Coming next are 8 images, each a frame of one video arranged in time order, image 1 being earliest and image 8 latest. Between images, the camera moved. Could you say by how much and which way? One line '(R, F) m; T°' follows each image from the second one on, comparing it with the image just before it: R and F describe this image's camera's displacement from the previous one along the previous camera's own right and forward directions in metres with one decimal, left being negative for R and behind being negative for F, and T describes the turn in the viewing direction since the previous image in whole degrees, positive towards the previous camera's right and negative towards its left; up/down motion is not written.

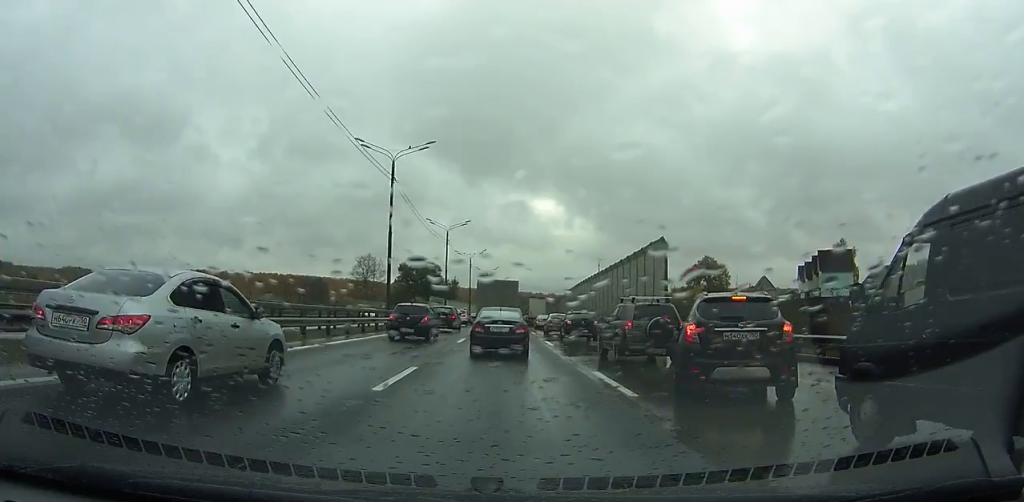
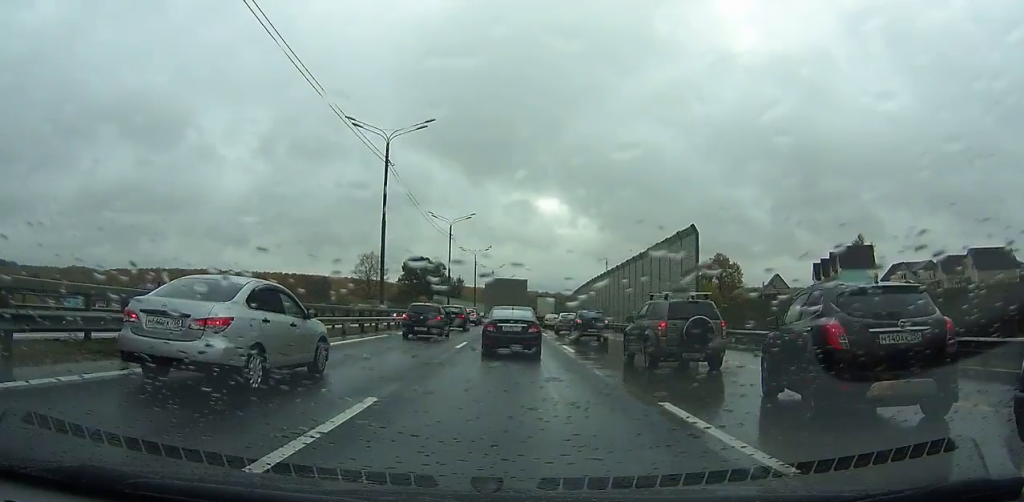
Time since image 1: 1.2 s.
(0.0, +2.9) m; +1°
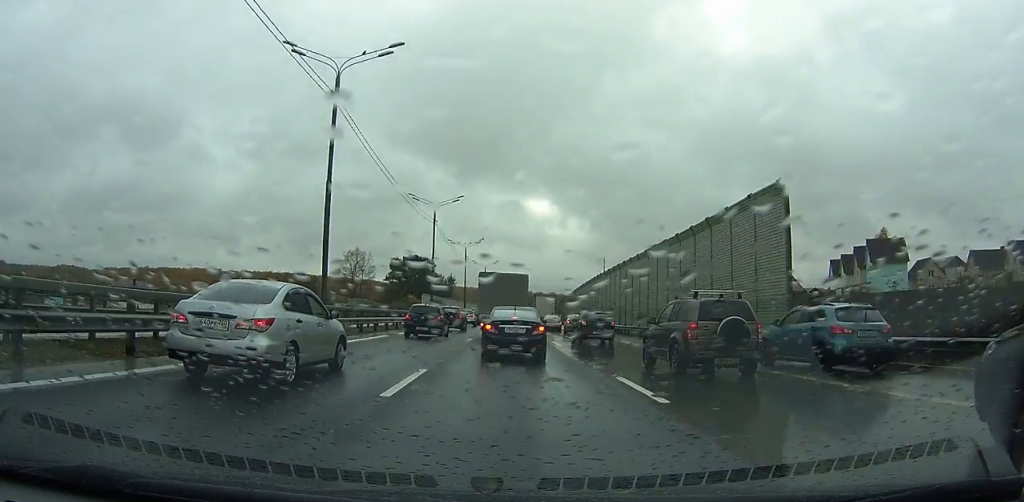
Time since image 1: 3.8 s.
(+0.1, +8.5) m; 0°
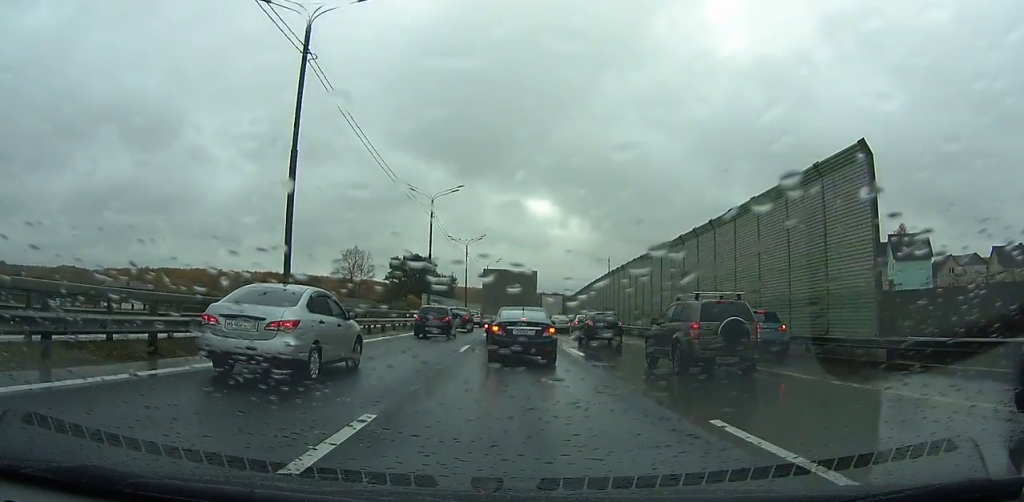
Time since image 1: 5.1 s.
(0.0, +4.6) m; 0°
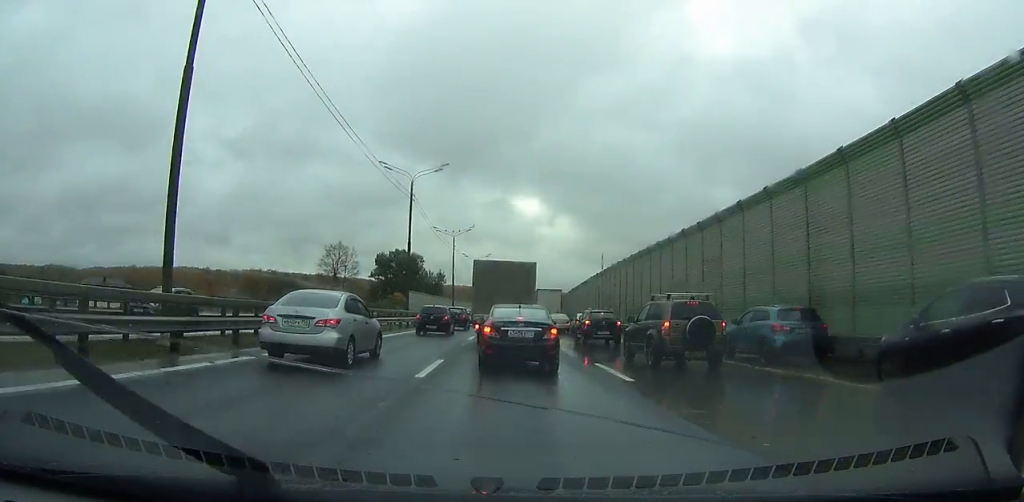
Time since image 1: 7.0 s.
(-0.1, +7.1) m; 0°
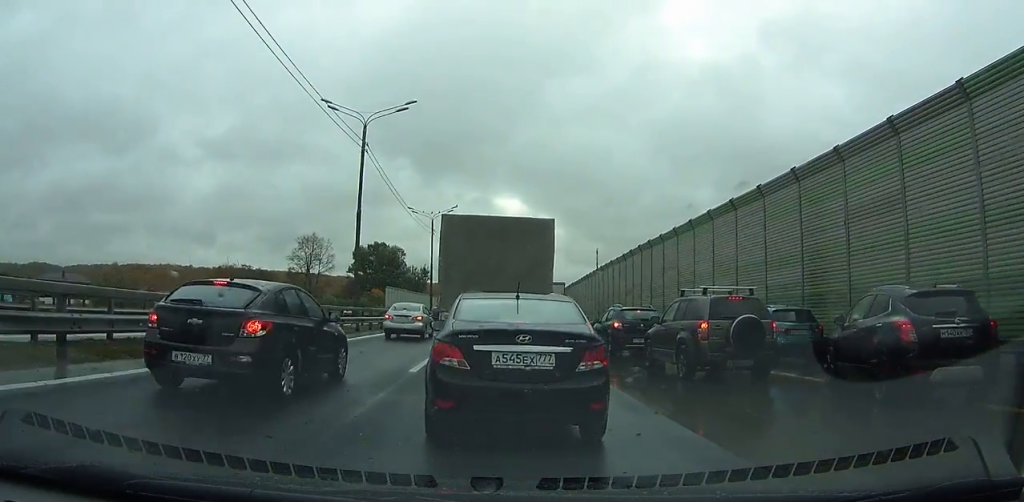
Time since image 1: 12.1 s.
(+0.3, +15.2) m; 0°
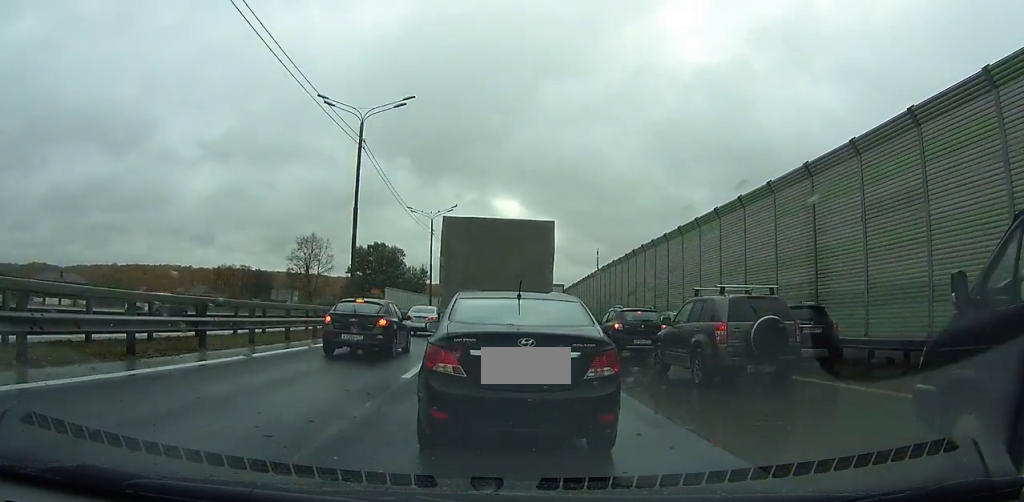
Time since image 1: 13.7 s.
(0.0, +3.4) m; -1°
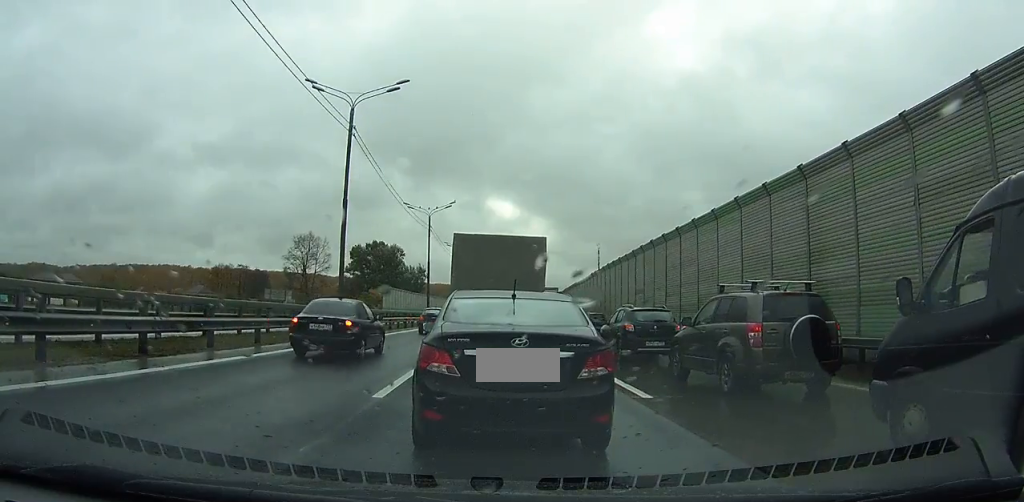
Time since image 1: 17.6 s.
(-0.2, +5.2) m; 0°
